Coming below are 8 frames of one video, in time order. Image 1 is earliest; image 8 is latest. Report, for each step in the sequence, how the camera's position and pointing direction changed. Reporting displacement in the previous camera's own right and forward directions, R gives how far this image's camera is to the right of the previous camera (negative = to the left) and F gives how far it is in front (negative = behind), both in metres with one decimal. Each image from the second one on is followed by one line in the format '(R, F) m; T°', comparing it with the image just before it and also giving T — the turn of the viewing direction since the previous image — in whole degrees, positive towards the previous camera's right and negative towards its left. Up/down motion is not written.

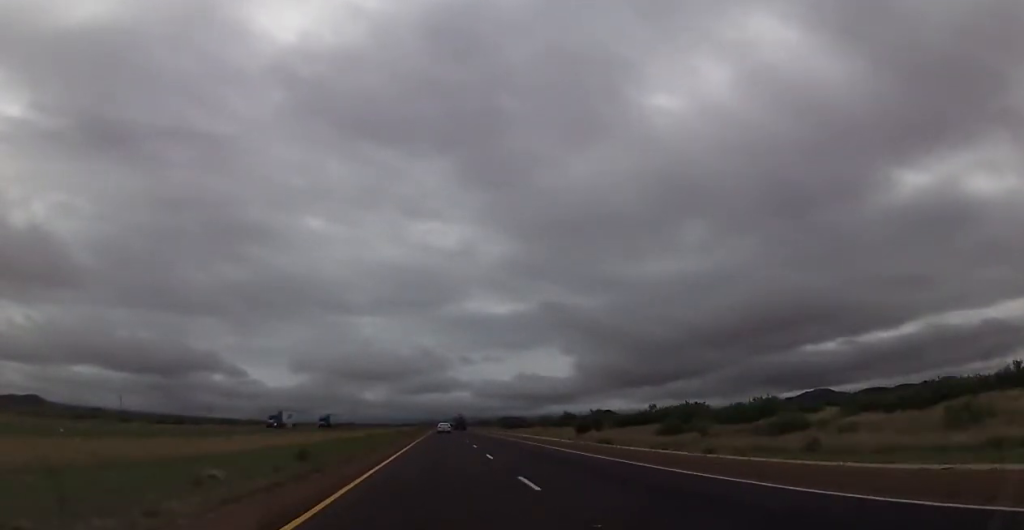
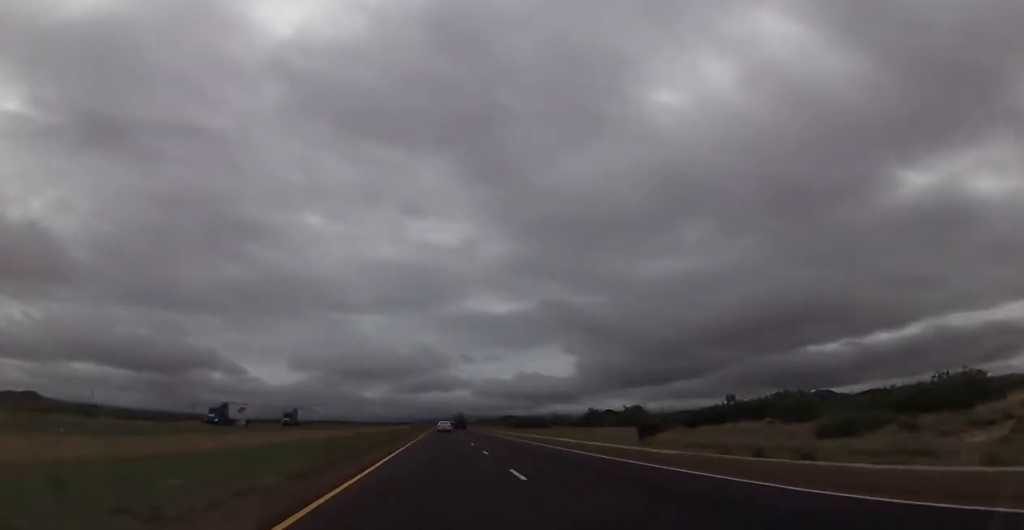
(0.0, +22.4) m; 0°
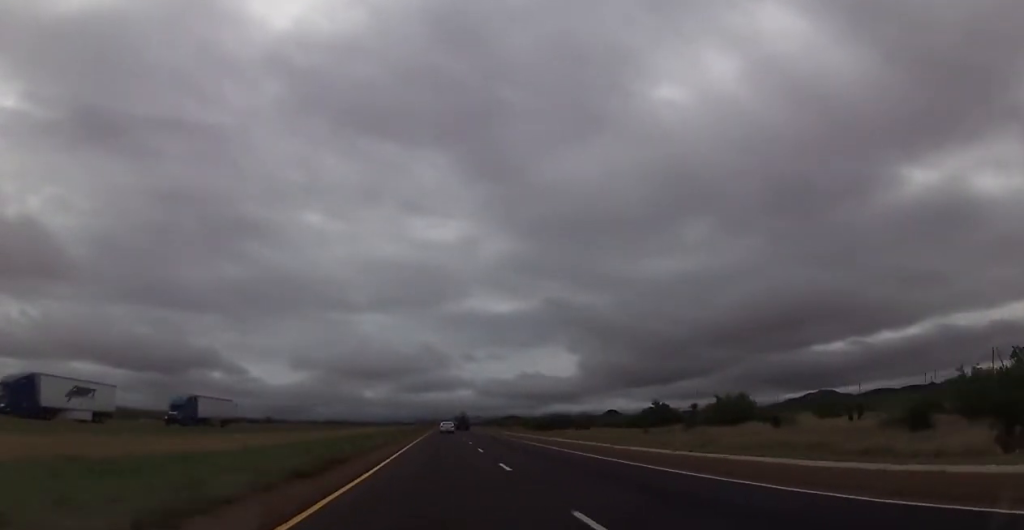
(0.0, +33.0) m; 0°
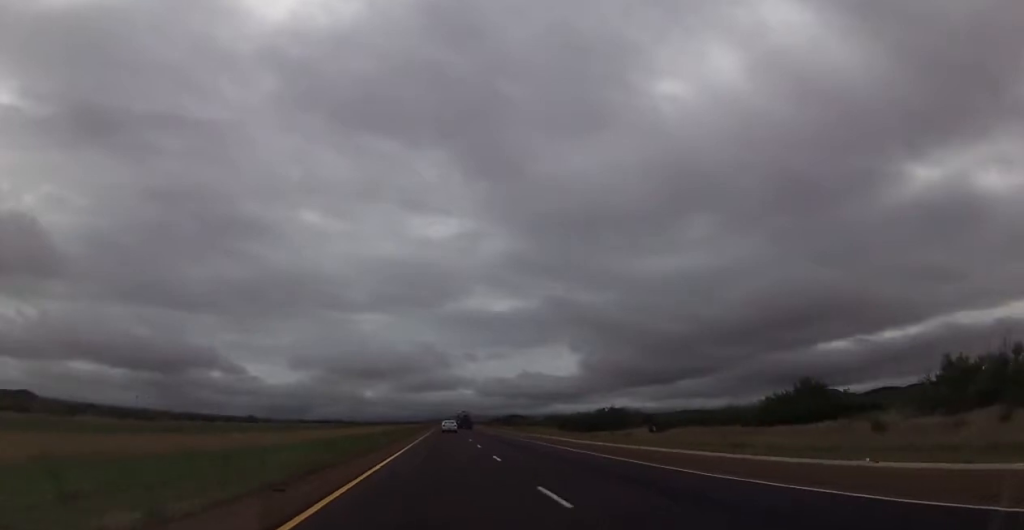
(0.0, +33.0) m; 0°
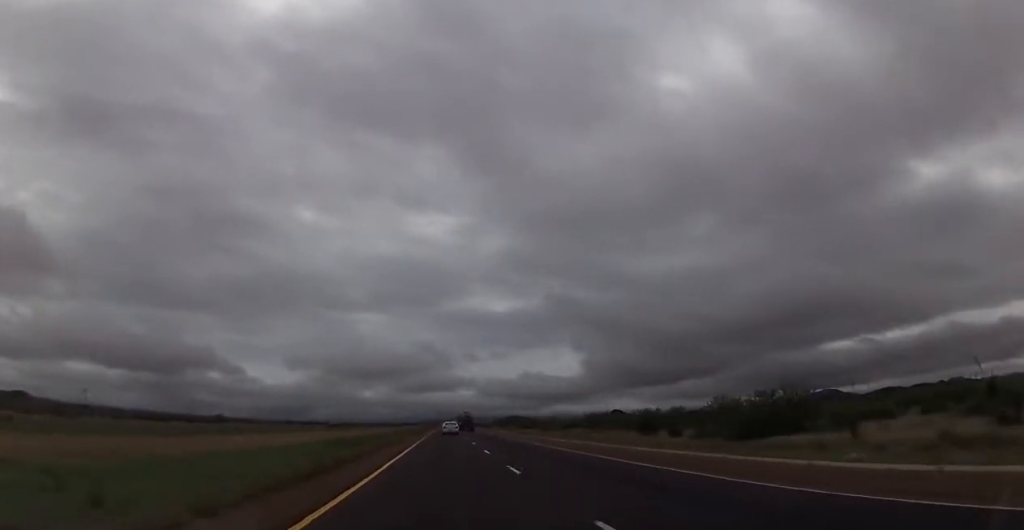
(0.0, +41.2) m; 0°
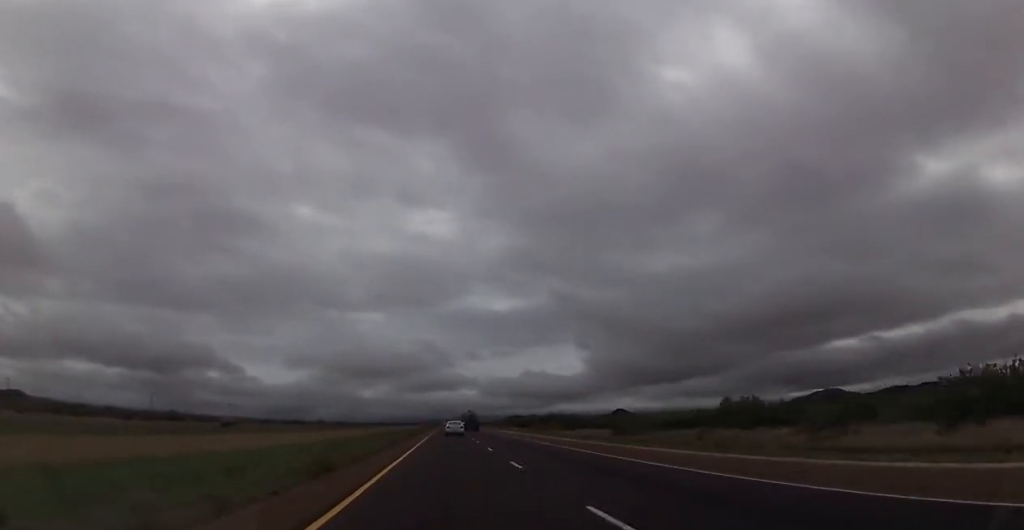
(0.0, +47.1) m; 0°
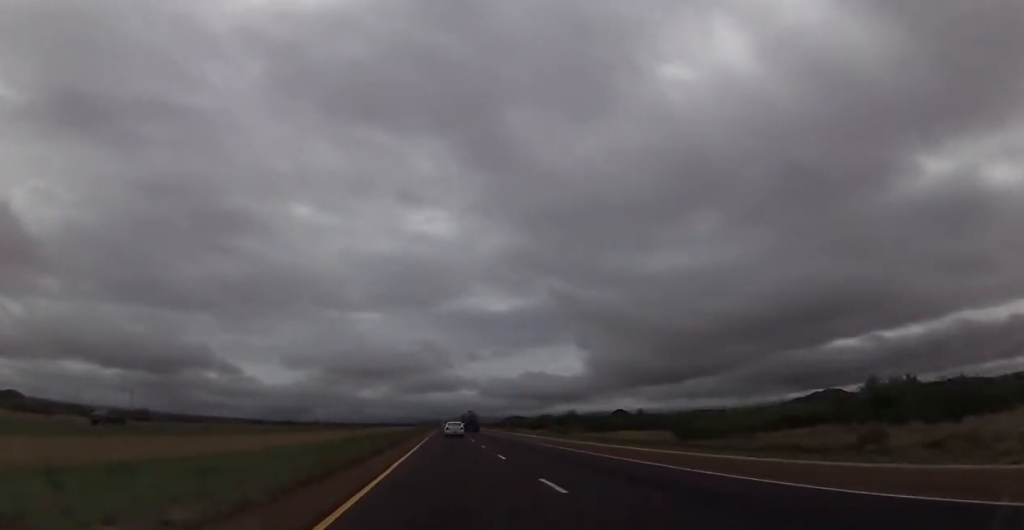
(0.0, +18.8) m; 0°
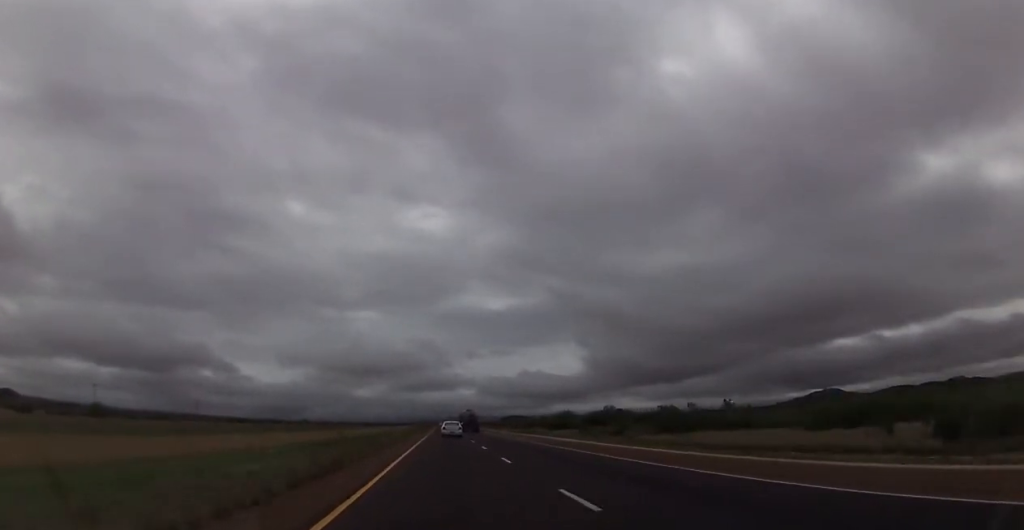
(-0.1, +27.1) m; 0°
